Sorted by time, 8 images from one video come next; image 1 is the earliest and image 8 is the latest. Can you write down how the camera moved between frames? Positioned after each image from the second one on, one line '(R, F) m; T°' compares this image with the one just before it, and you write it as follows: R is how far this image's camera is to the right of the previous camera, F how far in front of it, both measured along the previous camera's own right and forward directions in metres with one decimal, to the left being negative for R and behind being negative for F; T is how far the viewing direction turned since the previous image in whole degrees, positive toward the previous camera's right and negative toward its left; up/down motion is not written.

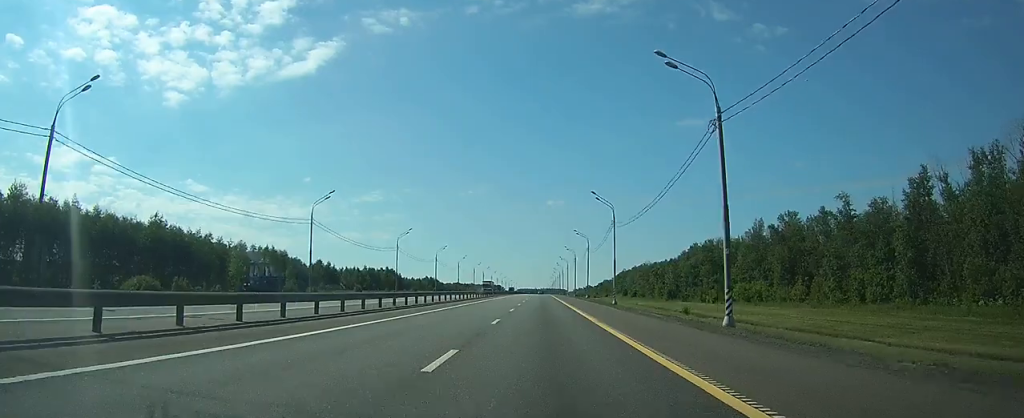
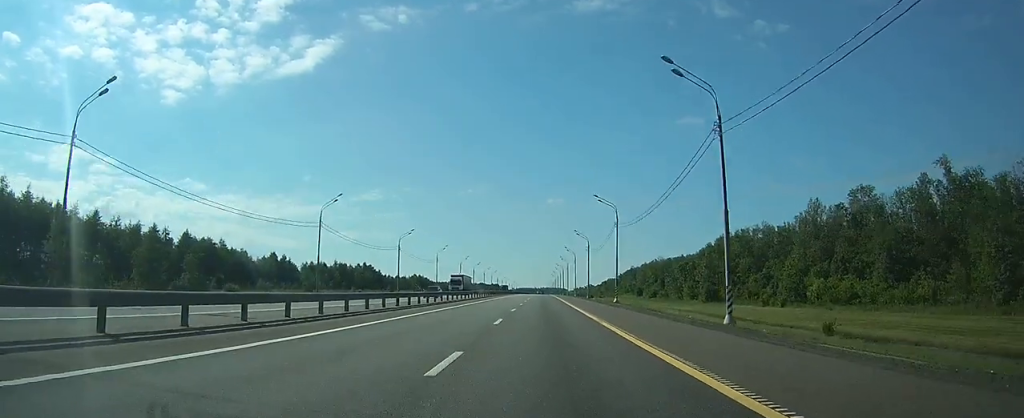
(0.0, +36.0) m; 0°
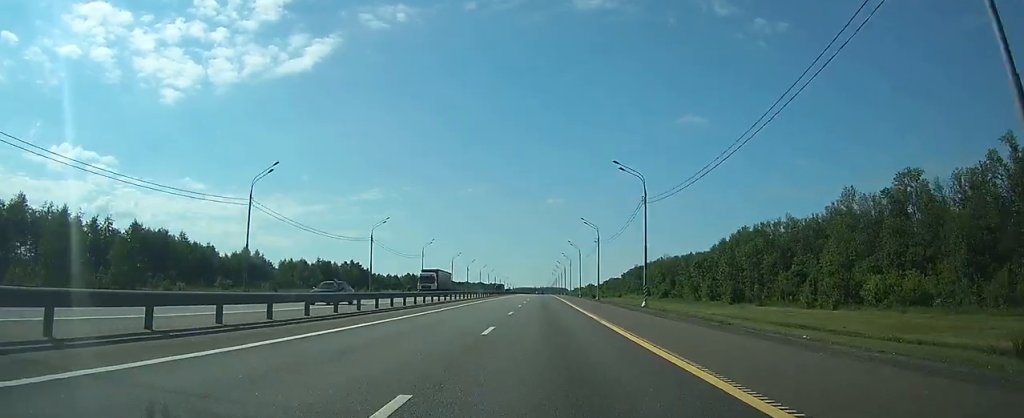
(0.0, +16.5) m; 0°
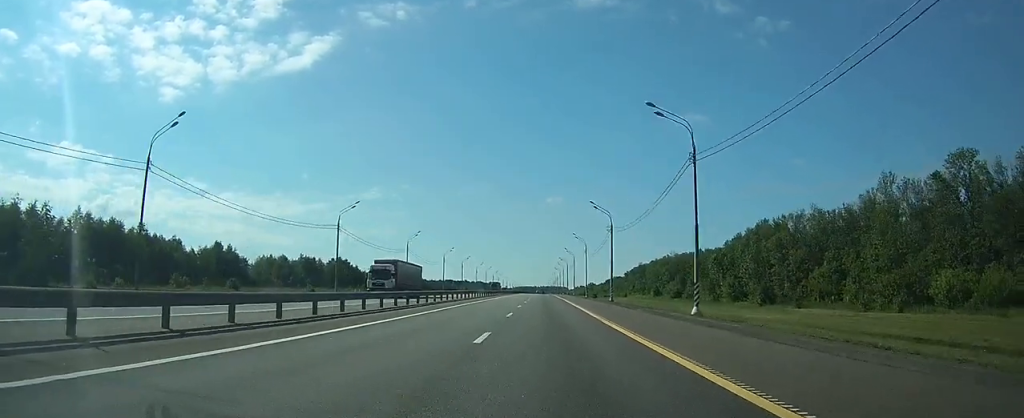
(0.0, +14.4) m; 0°
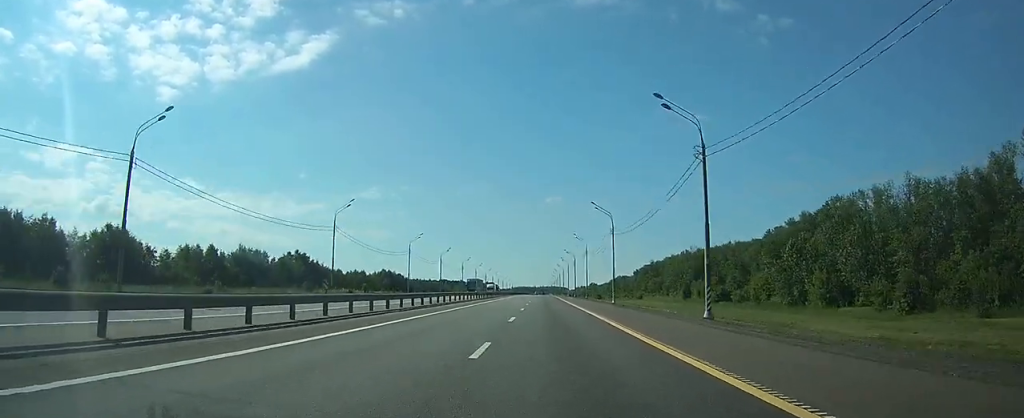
(+0.1, +38.3) m; 0°
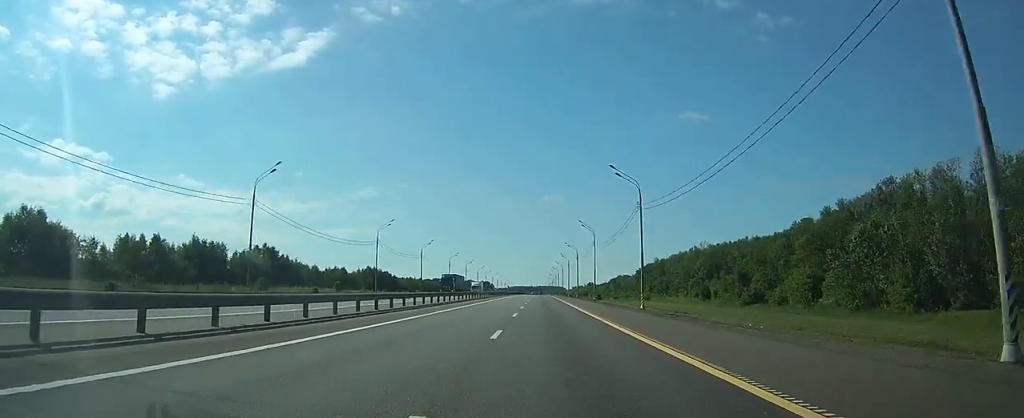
(0.0, +19.7) m; 0°
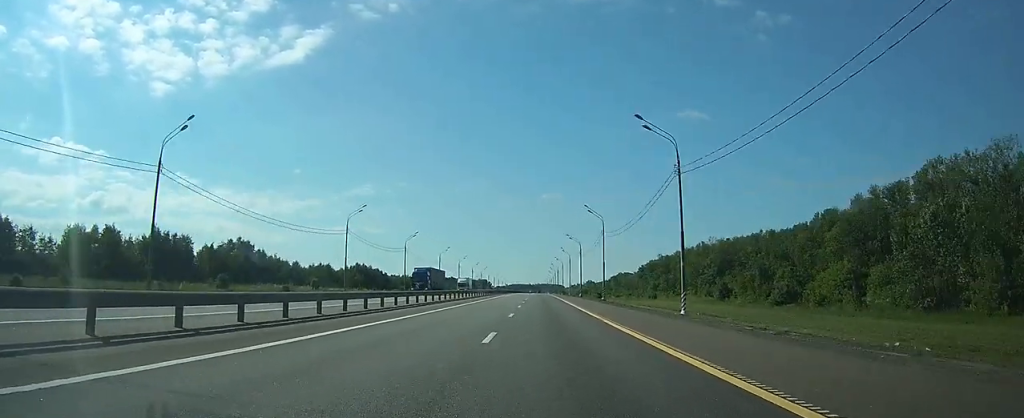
(0.0, +13.5) m; 0°
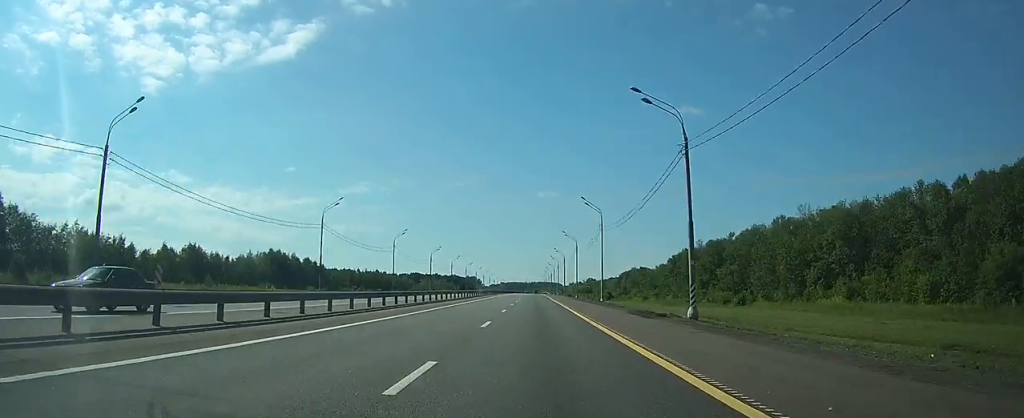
(+0.1, +77.1) m; 0°
